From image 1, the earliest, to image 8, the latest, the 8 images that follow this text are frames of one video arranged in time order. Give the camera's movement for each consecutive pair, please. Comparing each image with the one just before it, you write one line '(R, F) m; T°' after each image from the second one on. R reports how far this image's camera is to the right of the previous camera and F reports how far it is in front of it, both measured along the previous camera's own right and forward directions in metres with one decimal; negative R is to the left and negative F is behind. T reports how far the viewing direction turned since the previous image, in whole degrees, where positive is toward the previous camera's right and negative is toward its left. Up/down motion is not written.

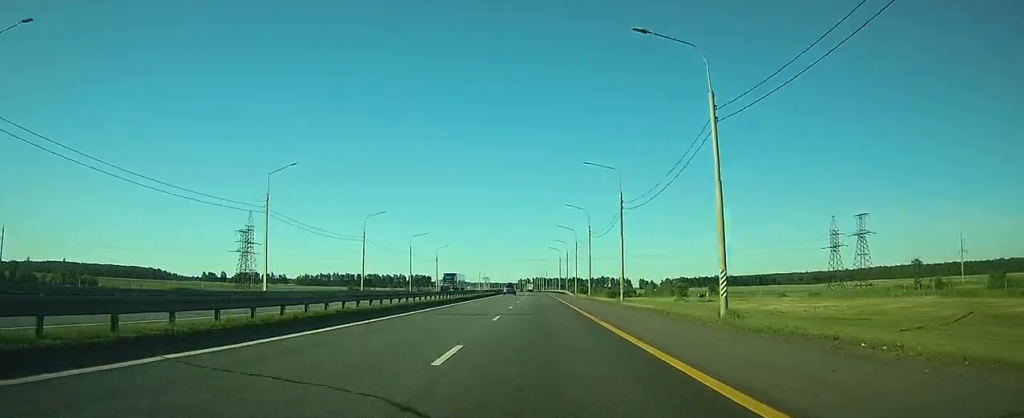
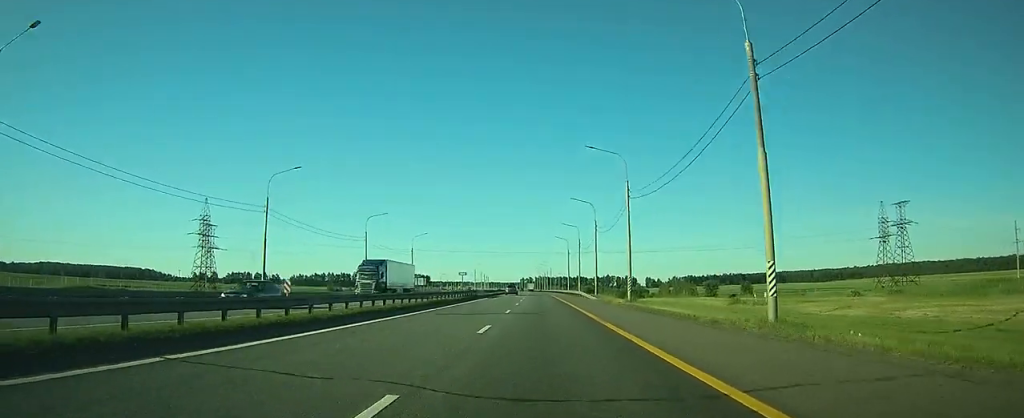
(+0.1, +29.7) m; 0°
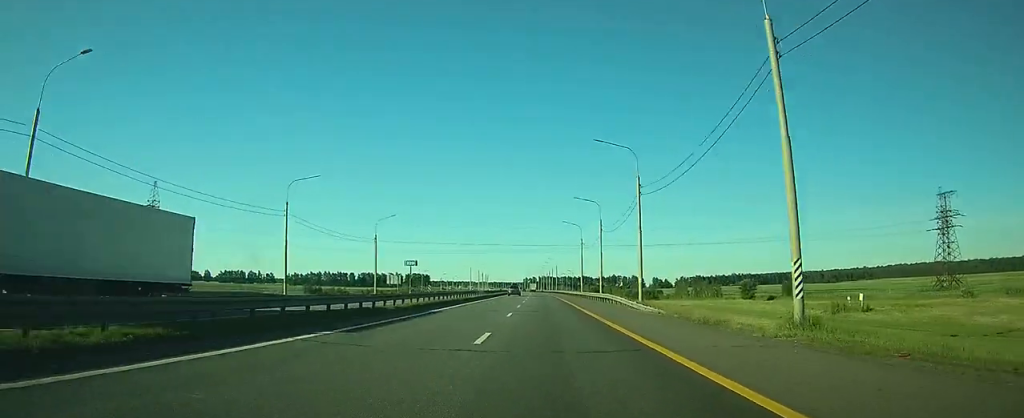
(0.0, +26.9) m; 0°
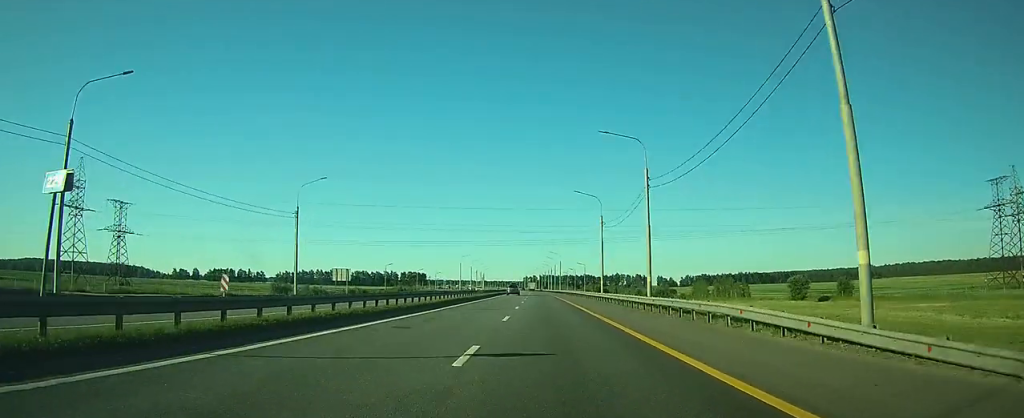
(-0.1, +27.9) m; 0°
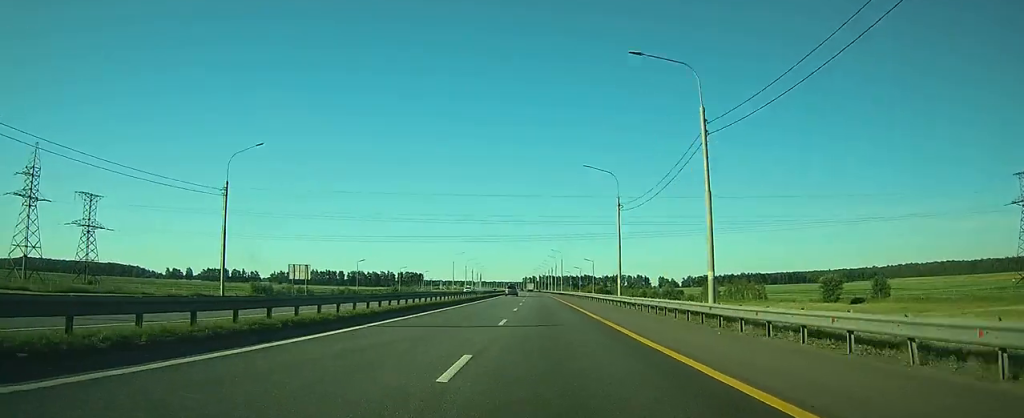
(0.0, +13.4) m; 0°
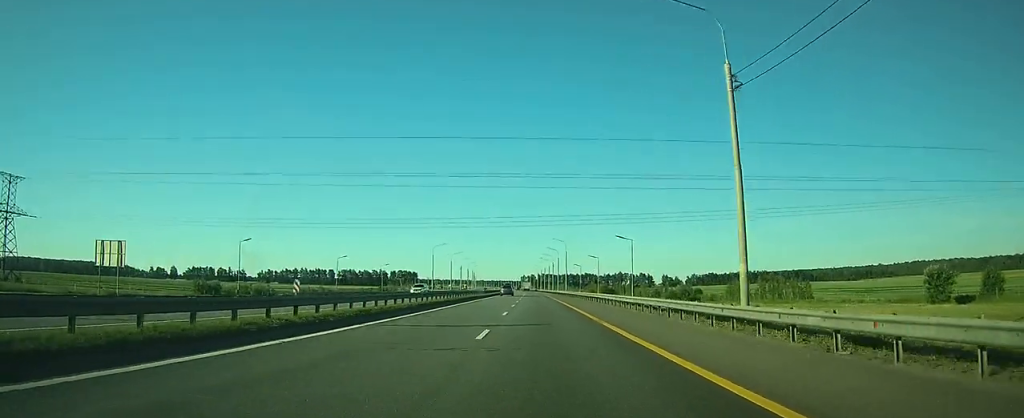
(-0.1, +29.8) m; 0°
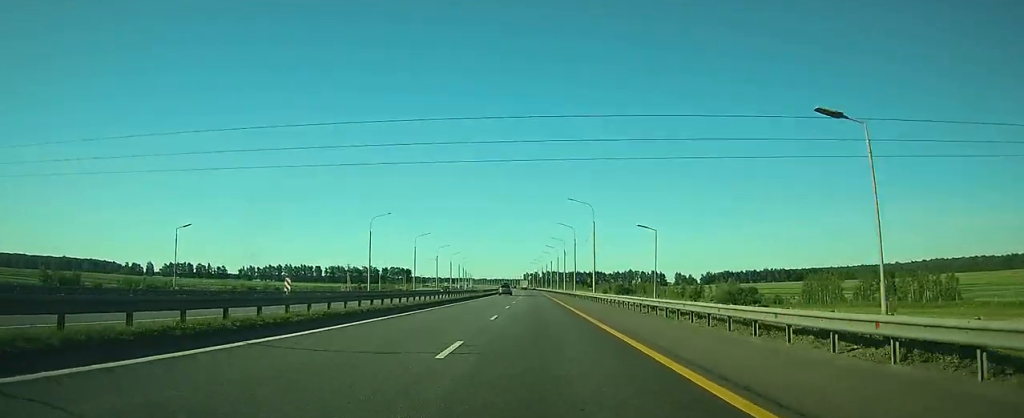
(+0.1, +52.1) m; 0°
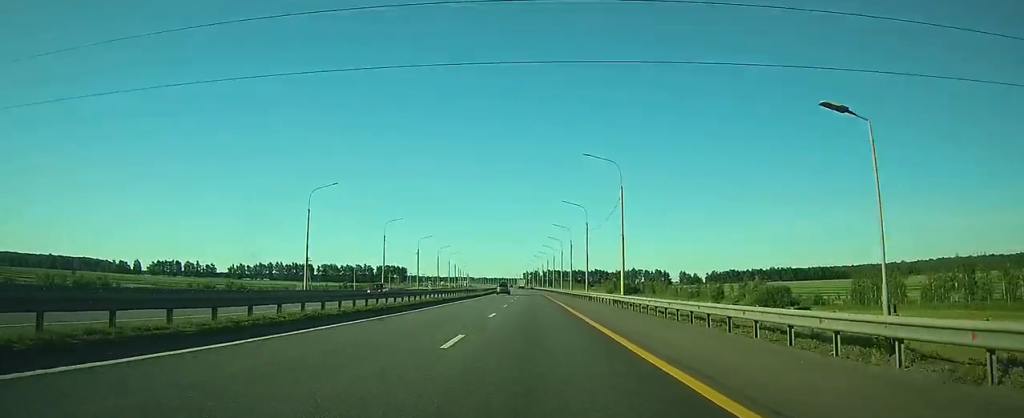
(0.0, +22.2) m; 0°
